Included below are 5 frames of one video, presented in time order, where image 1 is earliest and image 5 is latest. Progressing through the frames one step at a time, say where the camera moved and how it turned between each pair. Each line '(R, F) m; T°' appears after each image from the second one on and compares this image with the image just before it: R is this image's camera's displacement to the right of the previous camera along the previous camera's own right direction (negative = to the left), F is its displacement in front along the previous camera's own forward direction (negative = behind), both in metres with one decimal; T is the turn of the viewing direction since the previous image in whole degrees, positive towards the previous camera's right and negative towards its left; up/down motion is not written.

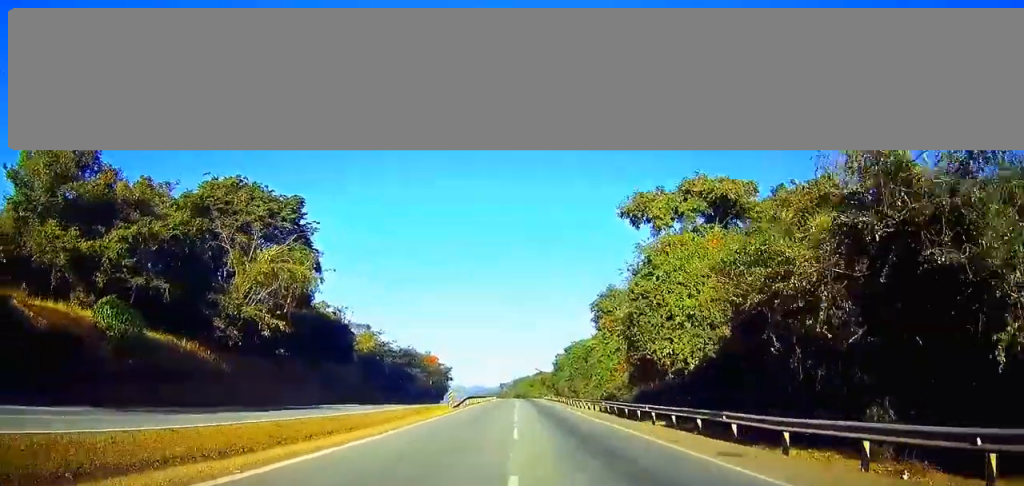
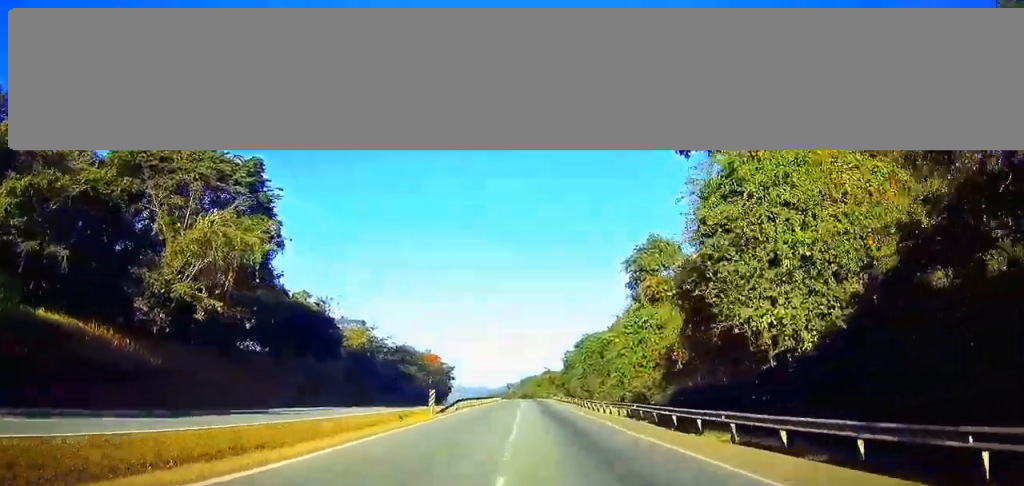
(0.0, +11.9) m; 0°
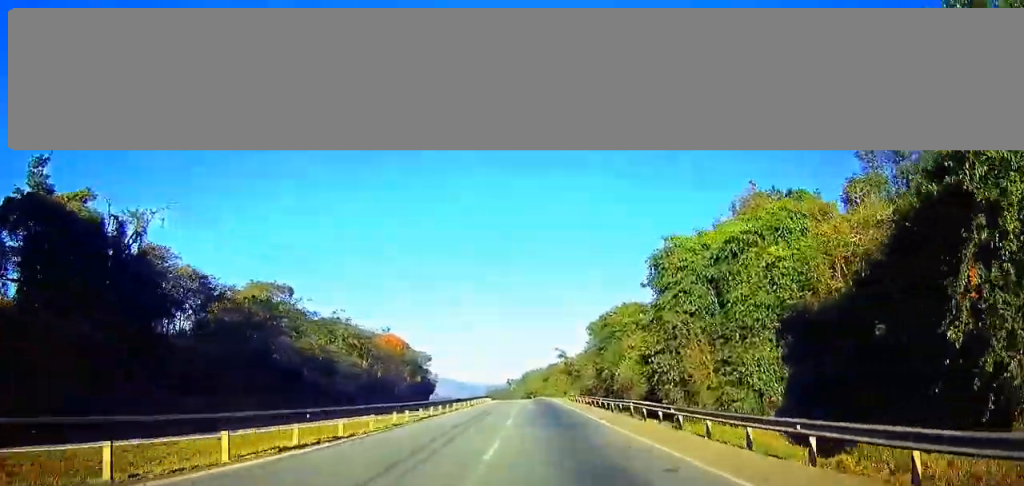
(-0.5, +50.4) m; -1°
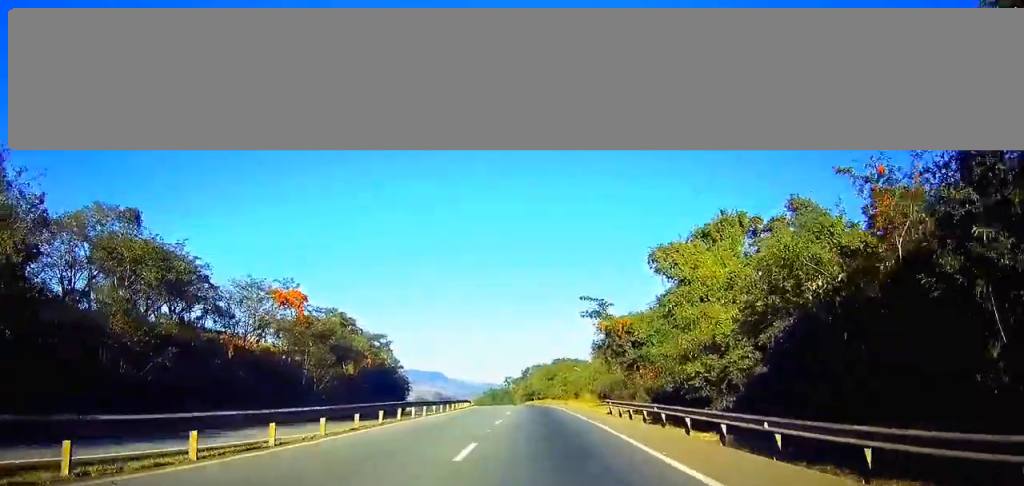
(+0.1, +47.3) m; 0°
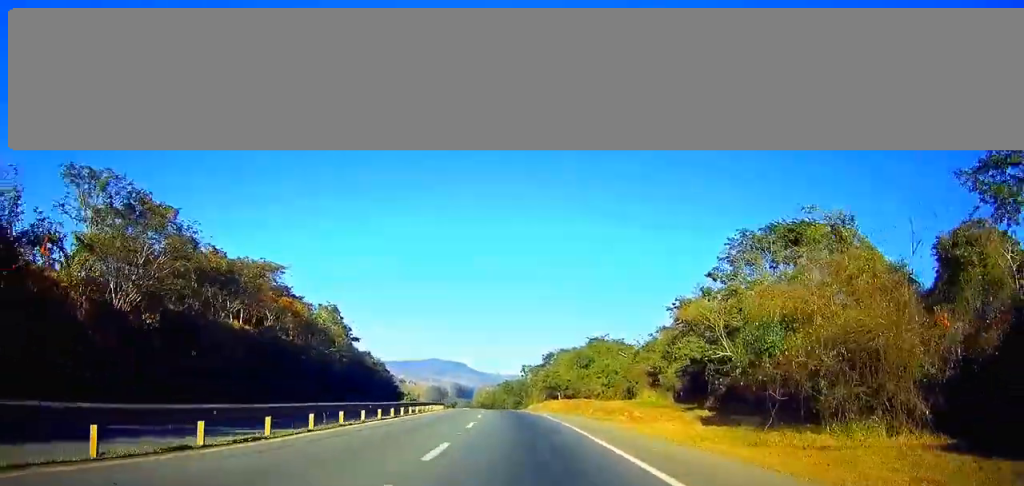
(-0.6, +59.2) m; -3°
